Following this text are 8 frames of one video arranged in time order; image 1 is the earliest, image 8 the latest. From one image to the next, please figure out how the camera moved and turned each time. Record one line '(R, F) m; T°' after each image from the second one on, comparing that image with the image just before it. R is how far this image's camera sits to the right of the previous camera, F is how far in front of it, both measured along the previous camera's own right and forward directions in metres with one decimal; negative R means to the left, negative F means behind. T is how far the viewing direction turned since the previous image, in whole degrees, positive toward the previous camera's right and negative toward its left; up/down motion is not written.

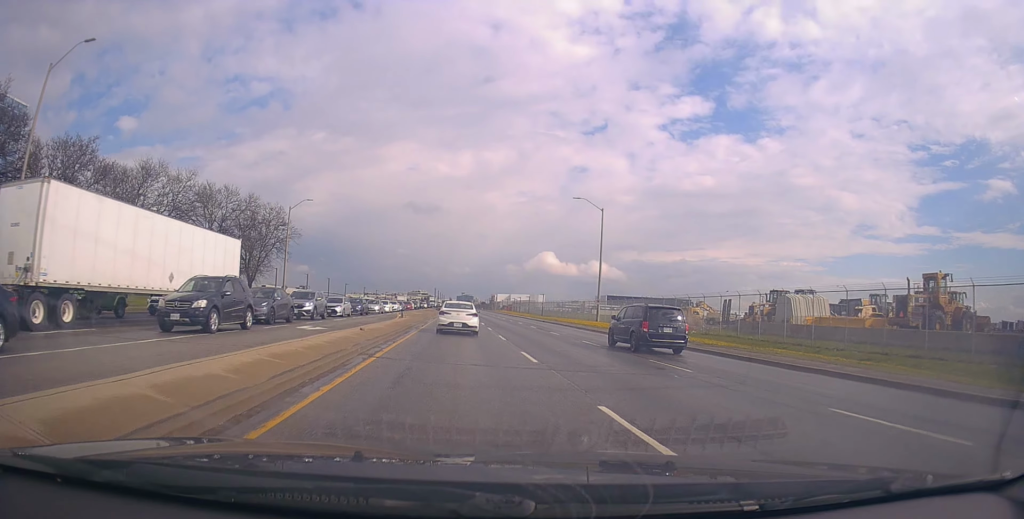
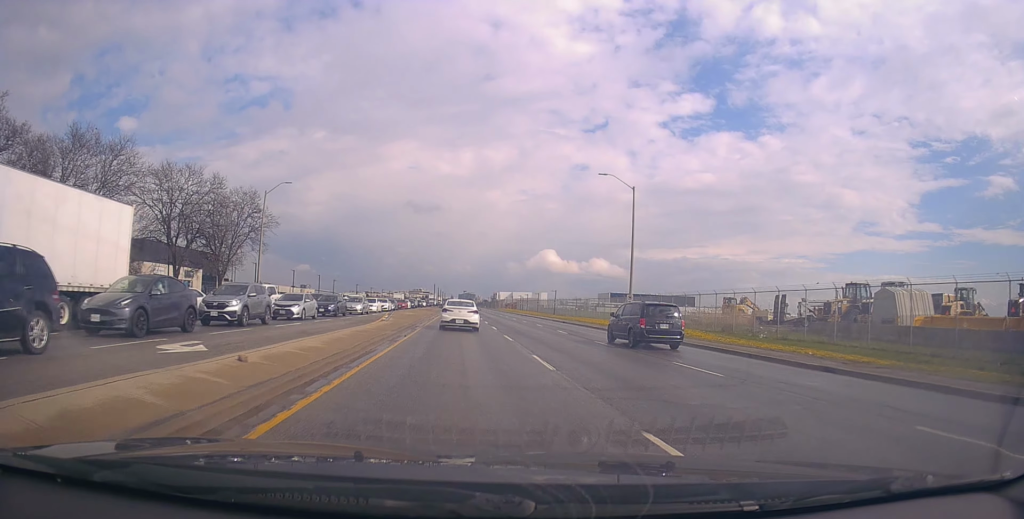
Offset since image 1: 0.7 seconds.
(-0.4, +11.0) m; -1°
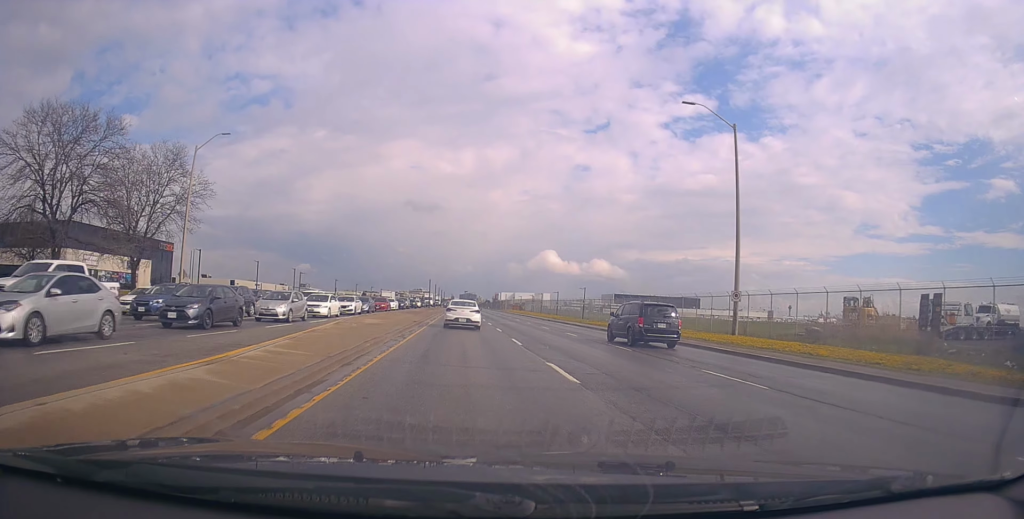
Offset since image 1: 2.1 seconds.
(+0.3, +20.5) m; 0°
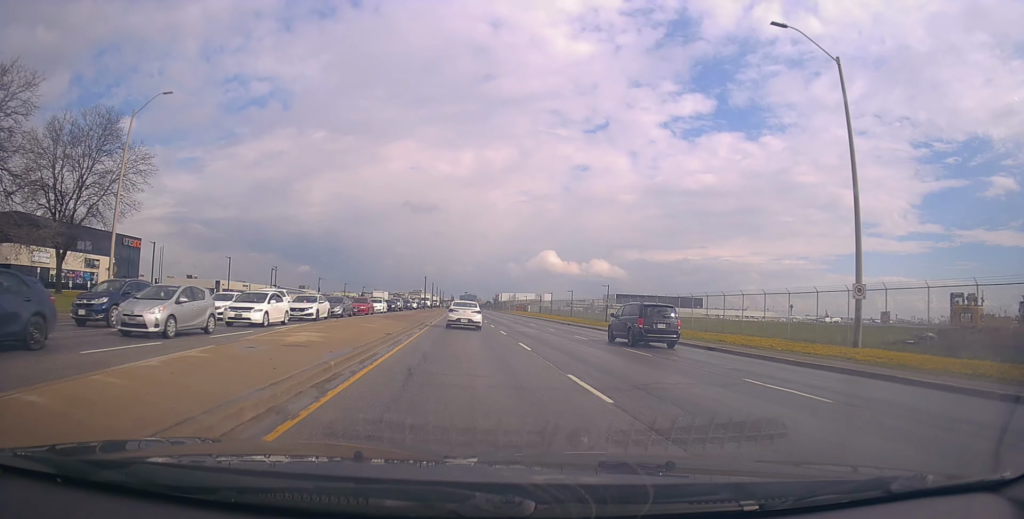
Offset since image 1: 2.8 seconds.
(-0.2, +11.1) m; 0°
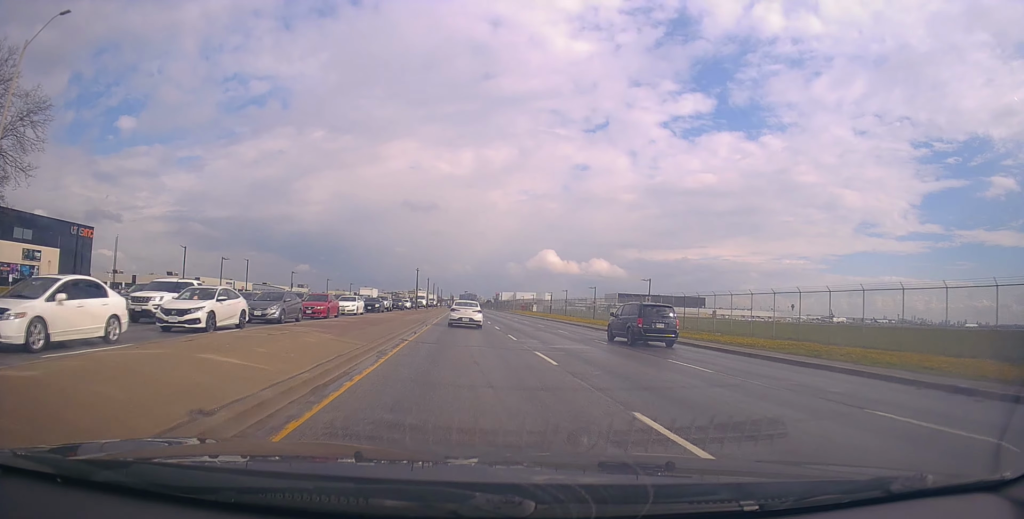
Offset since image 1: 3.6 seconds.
(+0.3, +13.1) m; 0°
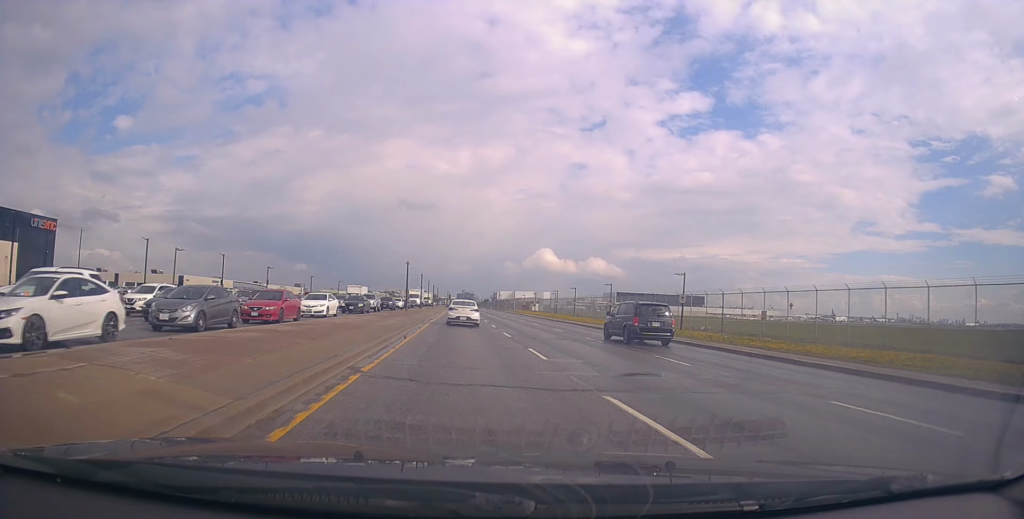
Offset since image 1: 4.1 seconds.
(0.0, +8.3) m; 0°
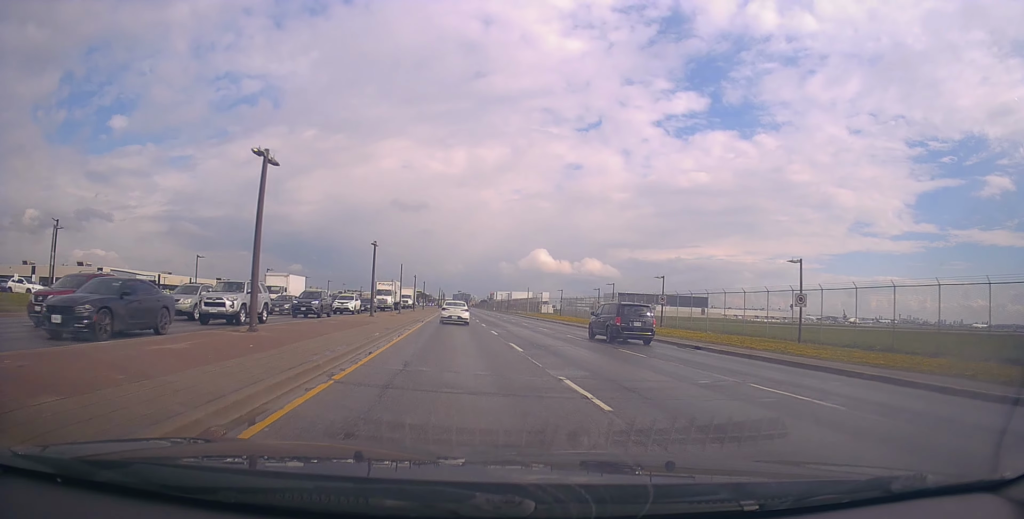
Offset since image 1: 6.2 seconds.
(-0.5, +34.4) m; 0°
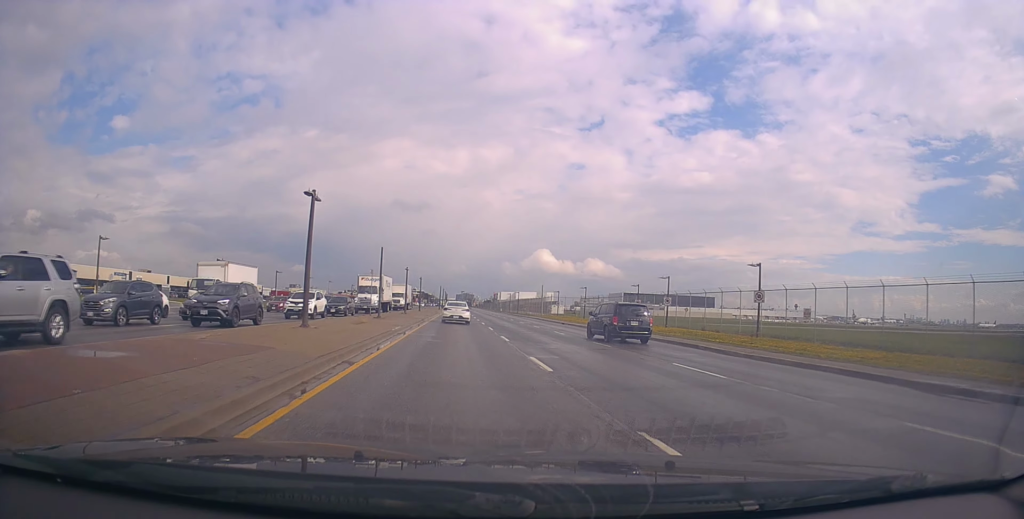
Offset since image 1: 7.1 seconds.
(+0.1, +13.8) m; +1°
